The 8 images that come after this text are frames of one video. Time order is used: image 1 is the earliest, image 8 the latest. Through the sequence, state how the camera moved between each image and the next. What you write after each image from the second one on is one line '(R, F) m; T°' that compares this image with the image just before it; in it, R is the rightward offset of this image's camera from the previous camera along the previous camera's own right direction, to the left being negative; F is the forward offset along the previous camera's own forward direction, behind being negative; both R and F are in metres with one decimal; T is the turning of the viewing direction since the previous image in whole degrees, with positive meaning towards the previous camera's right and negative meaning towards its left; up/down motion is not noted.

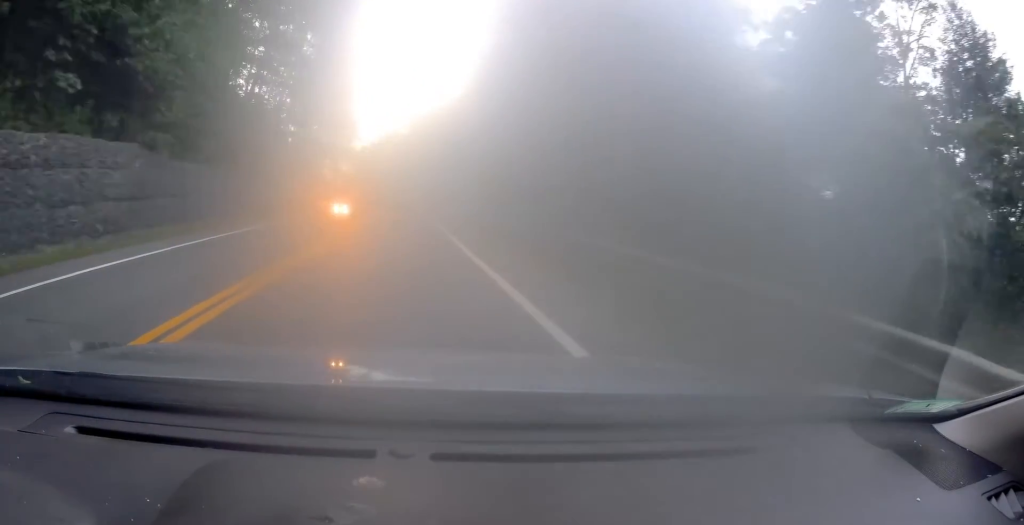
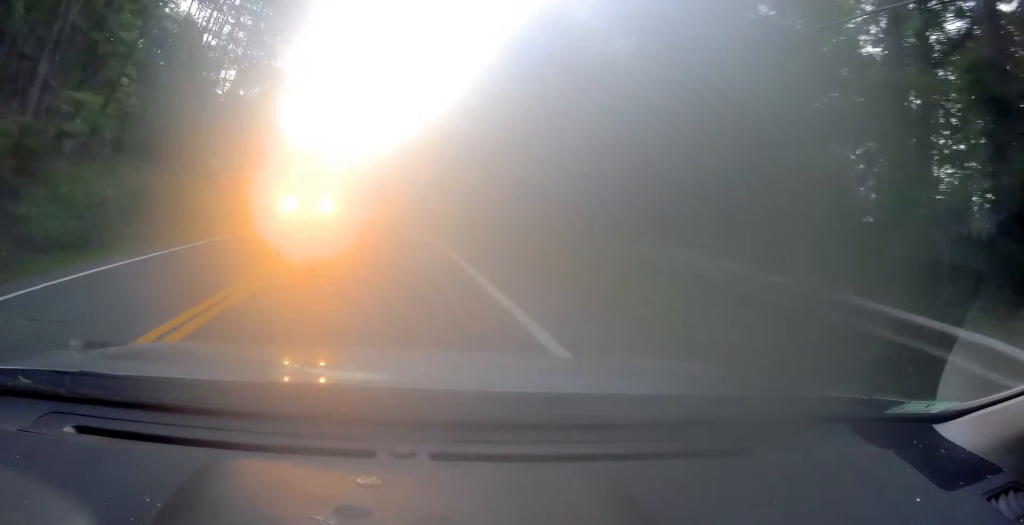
(-1.7, +52.3) m; -4°
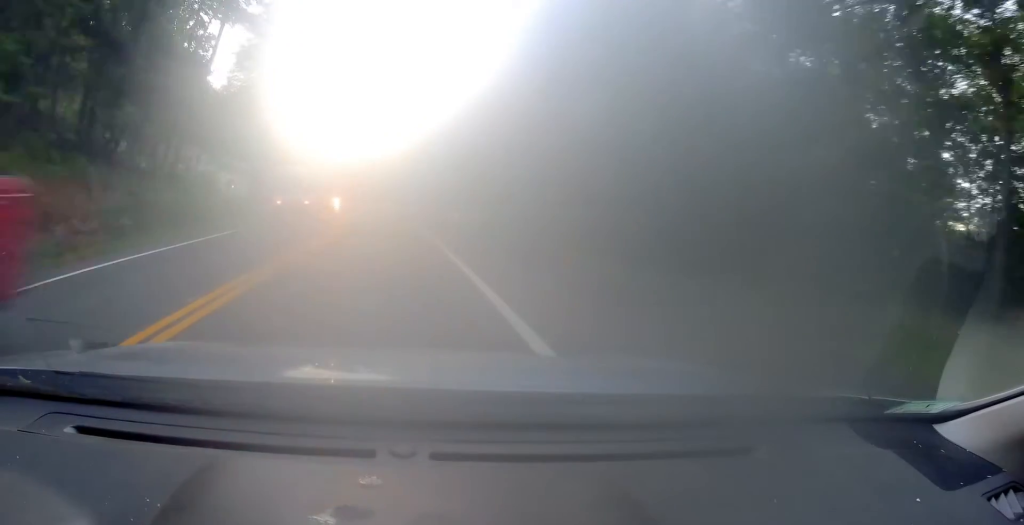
(-0.1, +15.3) m; -1°
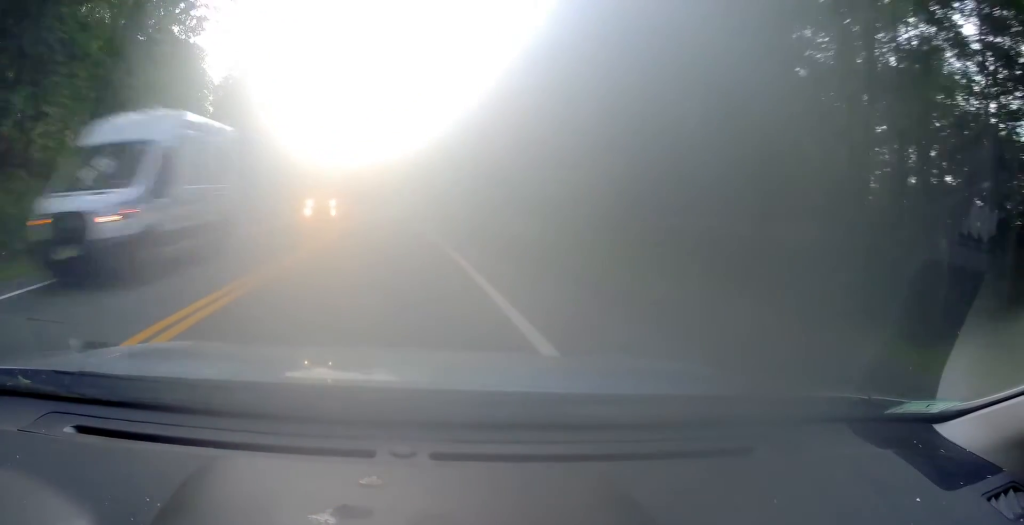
(-0.2, +11.2) m; -2°
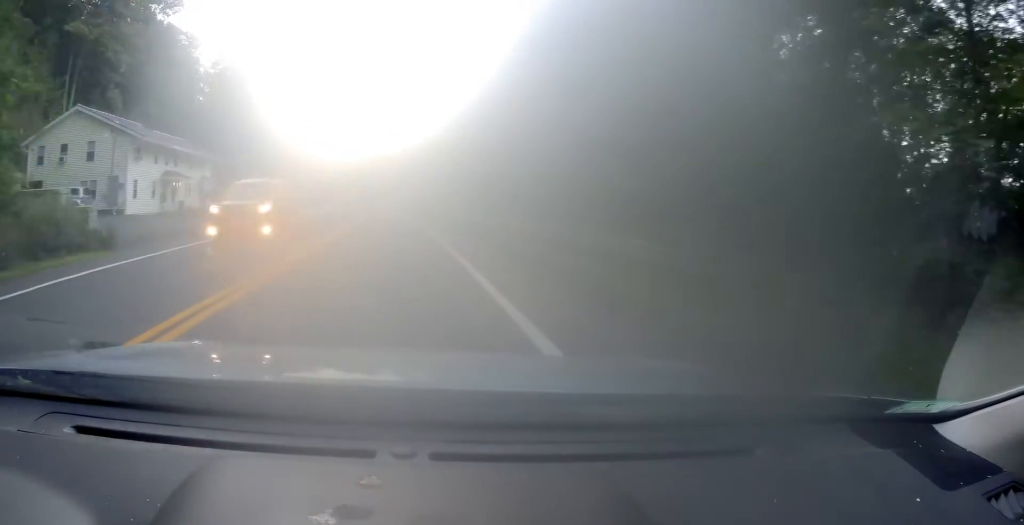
(0.0, +11.9) m; -2°
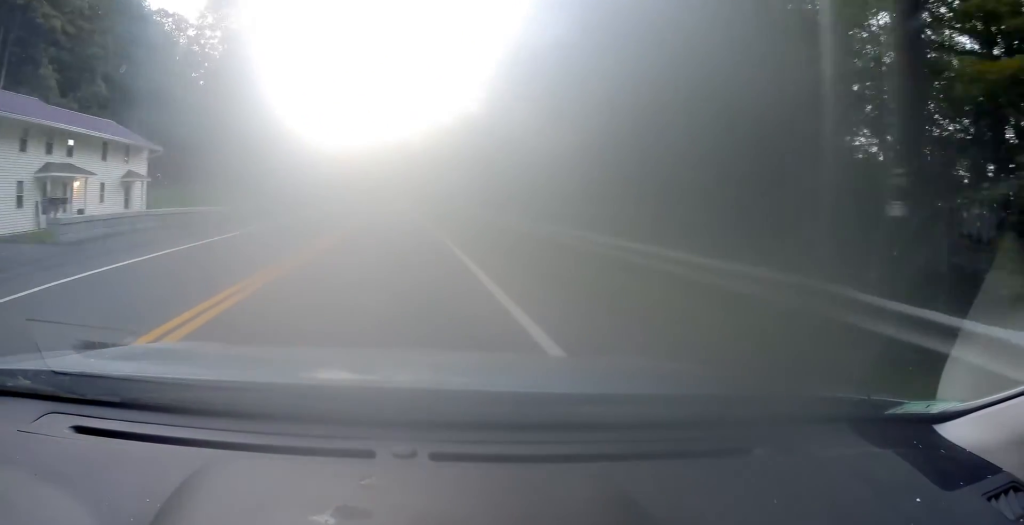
(-0.5, +15.9) m; -2°
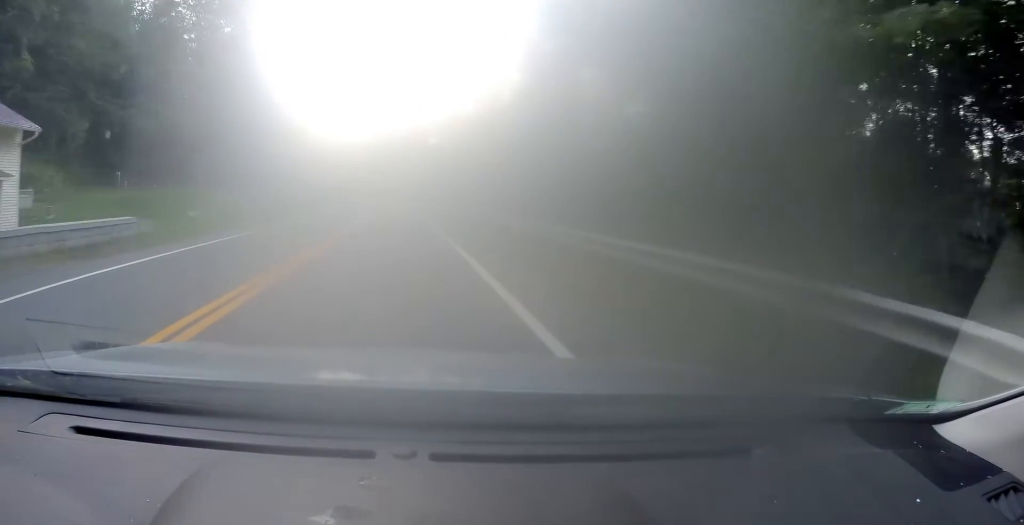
(-0.3, +15.2) m; -2°
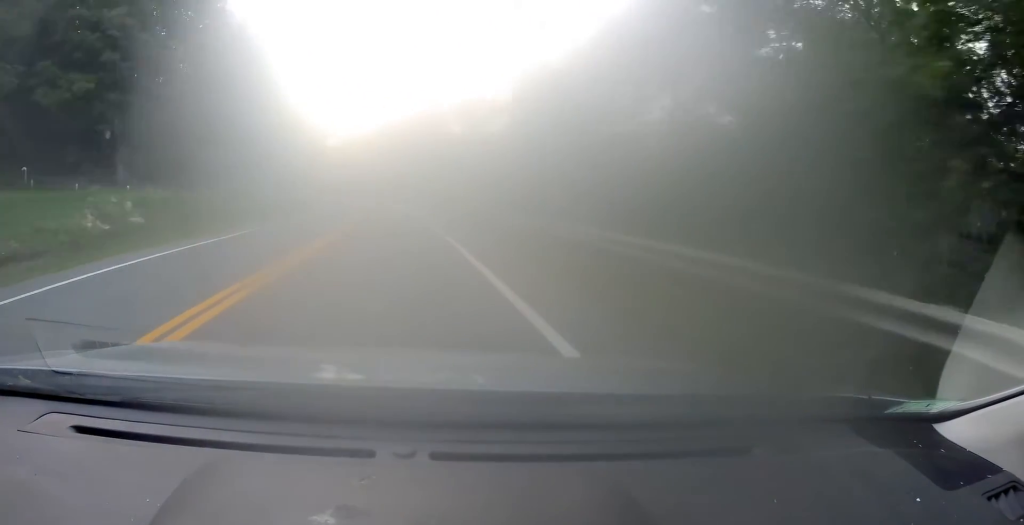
(0.0, +18.5) m; -3°
